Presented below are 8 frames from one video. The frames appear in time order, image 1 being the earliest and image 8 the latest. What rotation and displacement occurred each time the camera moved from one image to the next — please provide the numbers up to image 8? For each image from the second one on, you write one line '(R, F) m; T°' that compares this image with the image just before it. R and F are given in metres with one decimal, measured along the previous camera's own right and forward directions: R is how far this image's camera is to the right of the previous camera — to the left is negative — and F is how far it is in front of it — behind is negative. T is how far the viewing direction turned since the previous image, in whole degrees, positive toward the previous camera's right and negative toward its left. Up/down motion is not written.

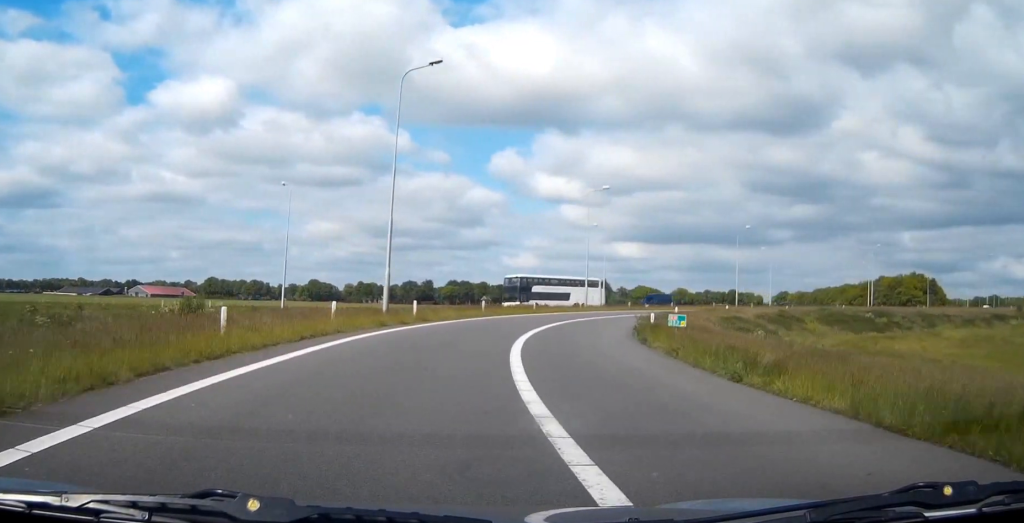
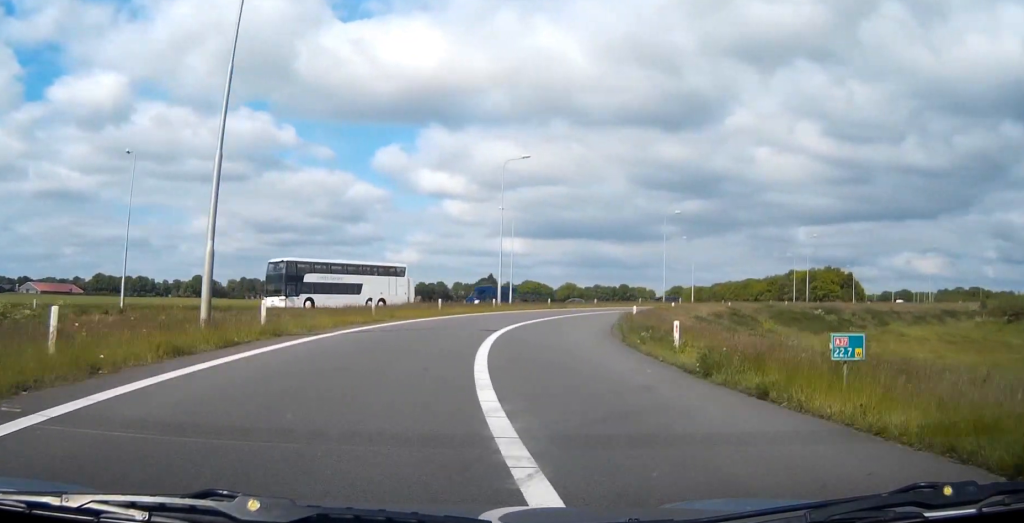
(+0.7, +13.1) m; +8°
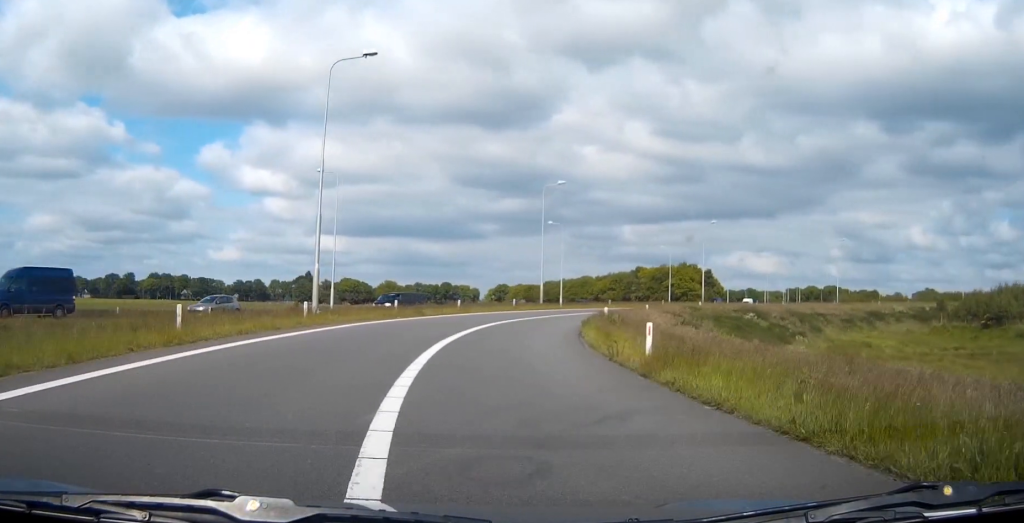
(+2.7, +22.0) m; +12°
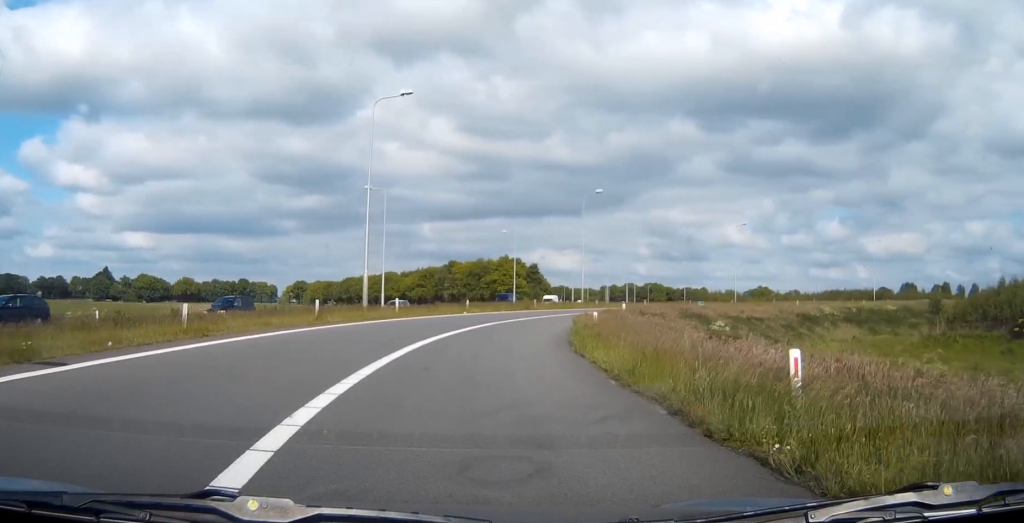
(+3.1, +26.8) m; +14°
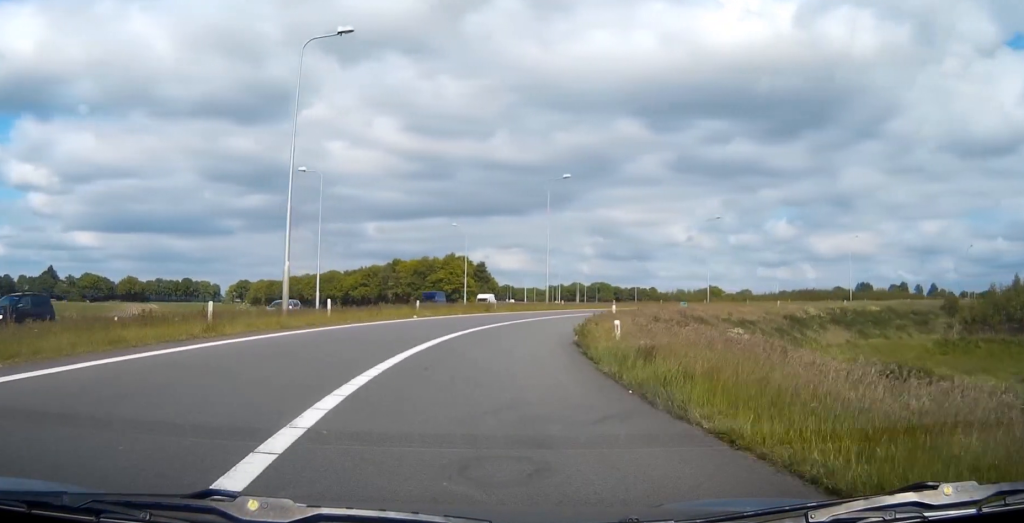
(+0.4, +8.6) m; +4°
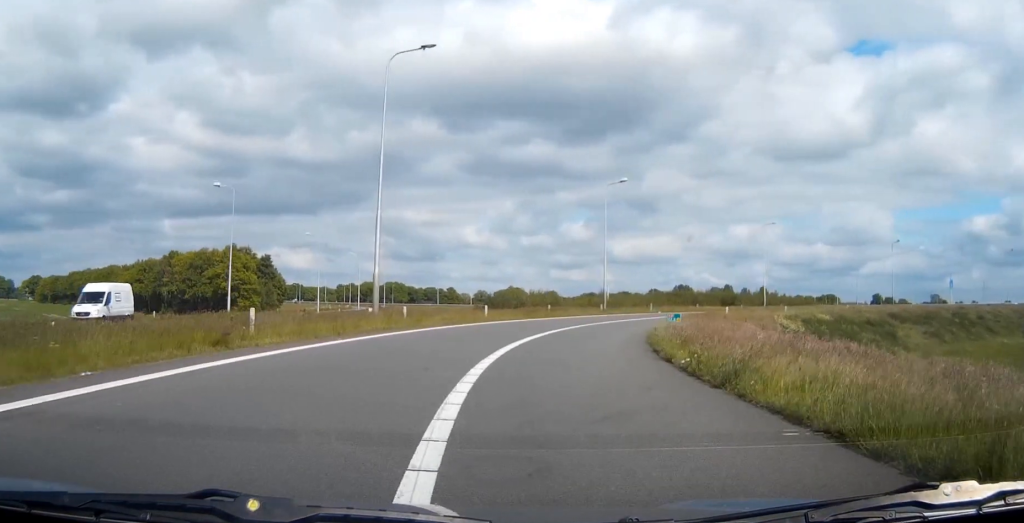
(+4.4, +31.9) m; +21°
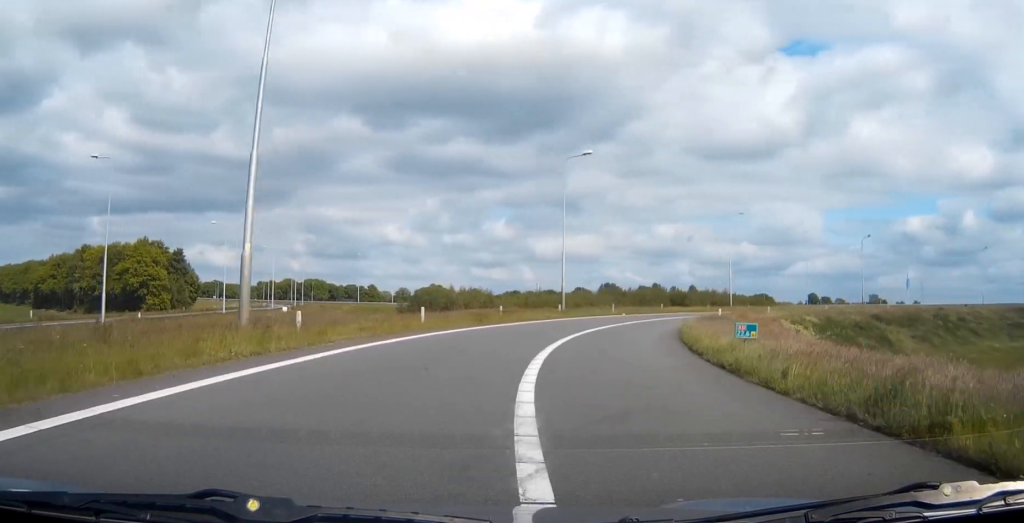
(+1.8, +11.4) m; +6°
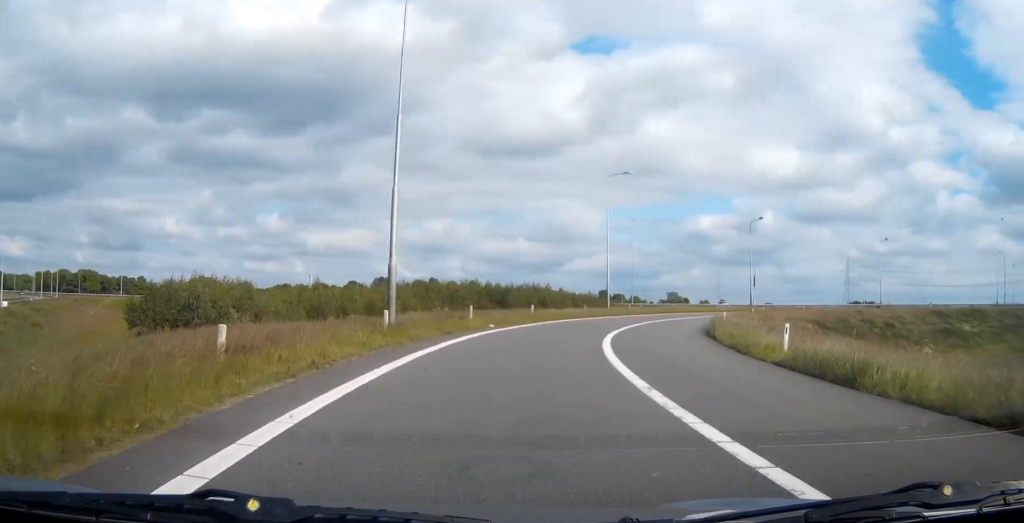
(+1.5, +27.1) m; +6°
